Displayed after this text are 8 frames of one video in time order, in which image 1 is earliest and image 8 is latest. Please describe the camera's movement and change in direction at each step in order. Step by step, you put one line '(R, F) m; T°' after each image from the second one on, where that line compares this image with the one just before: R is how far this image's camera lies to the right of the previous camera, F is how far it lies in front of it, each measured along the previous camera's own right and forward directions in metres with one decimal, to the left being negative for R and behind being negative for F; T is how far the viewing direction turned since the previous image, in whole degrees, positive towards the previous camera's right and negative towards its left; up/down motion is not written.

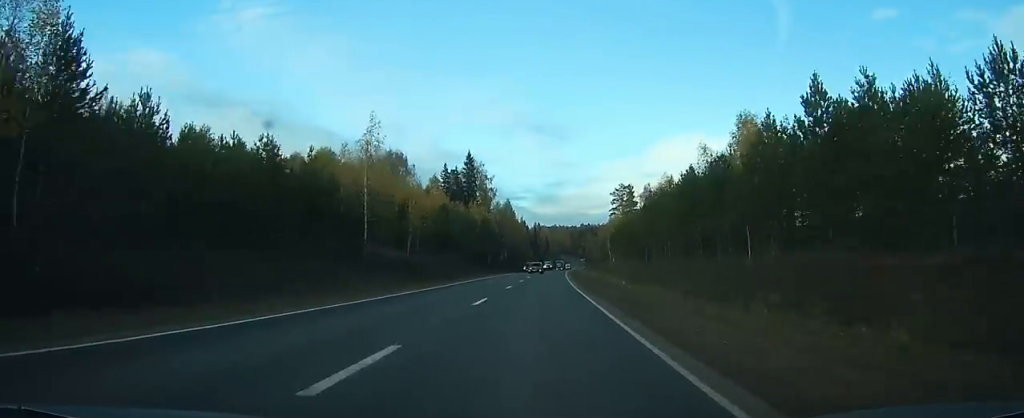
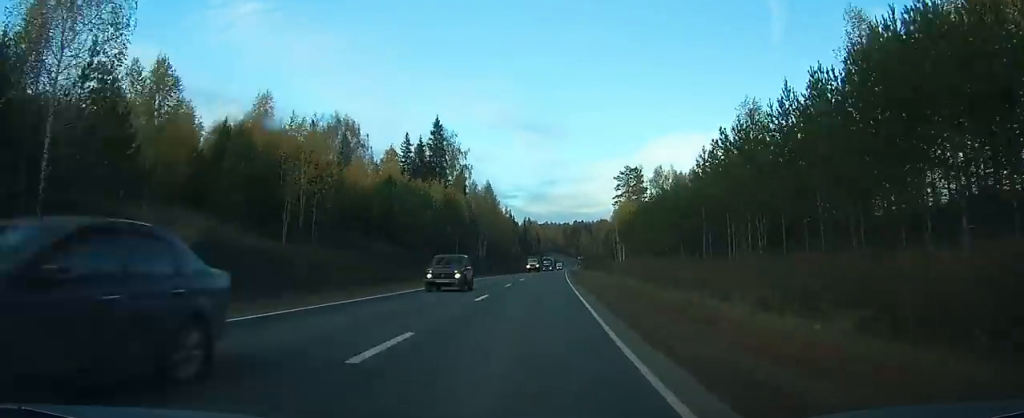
(+0.4, +35.1) m; +1°
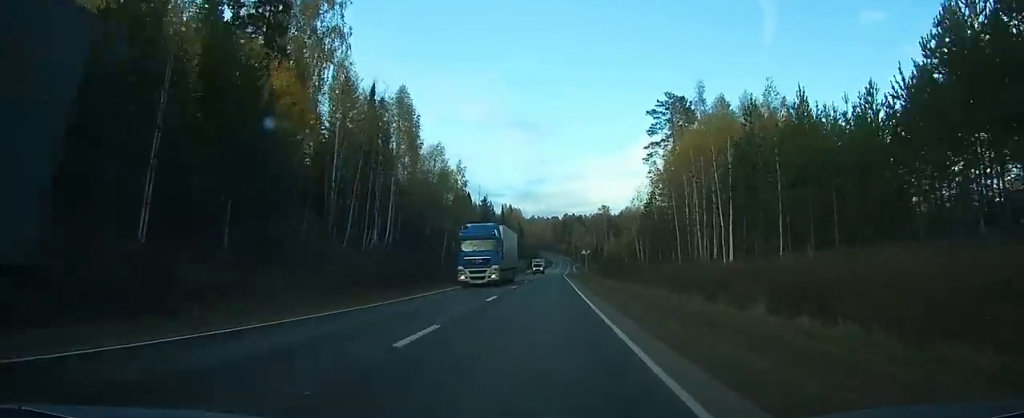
(+1.5, +70.8) m; +2°
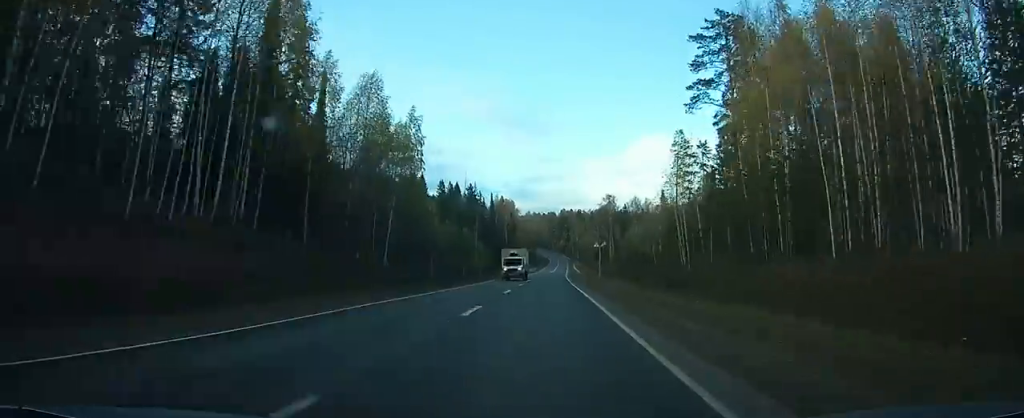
(+0.2, +30.9) m; 0°
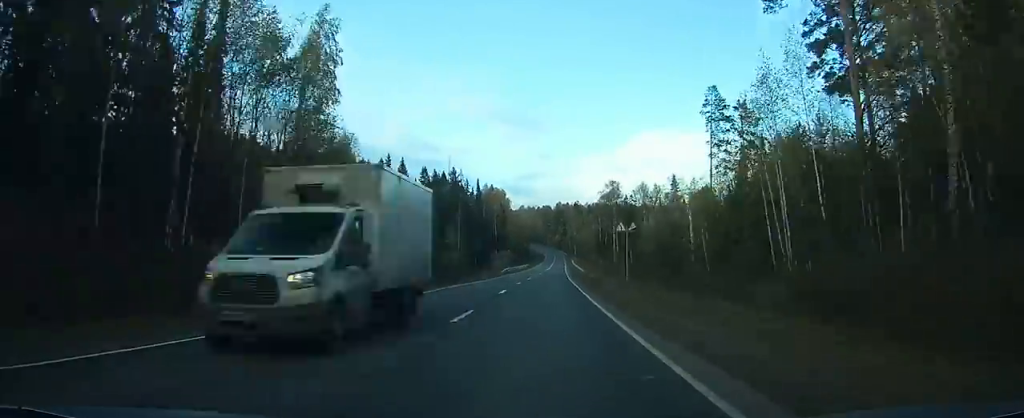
(+0.1, +25.6) m; 0°
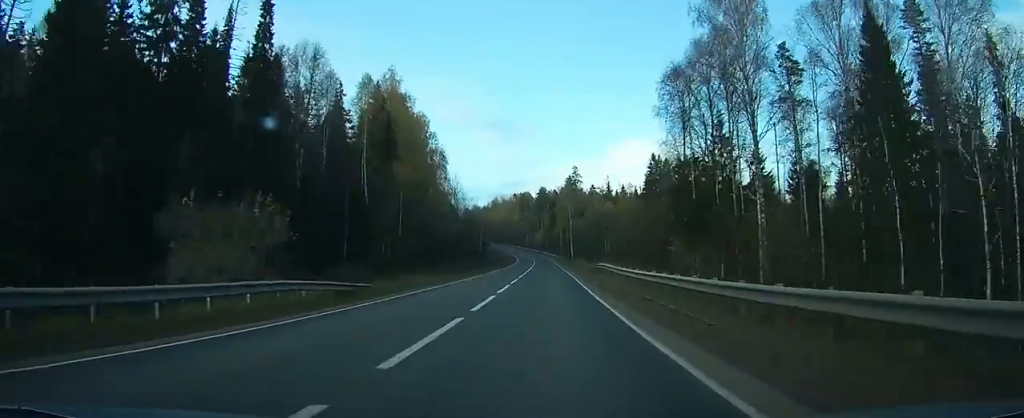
(+1.3, +126.4) m; +2°
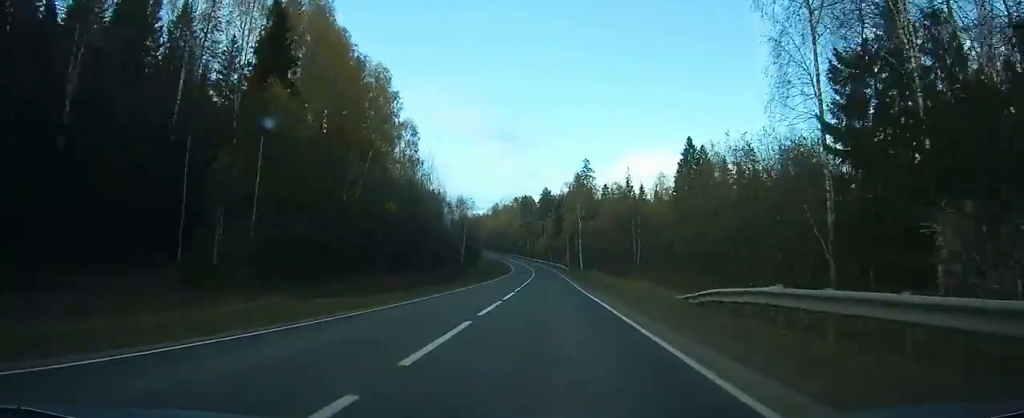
(+0.3, +30.9) m; 0°
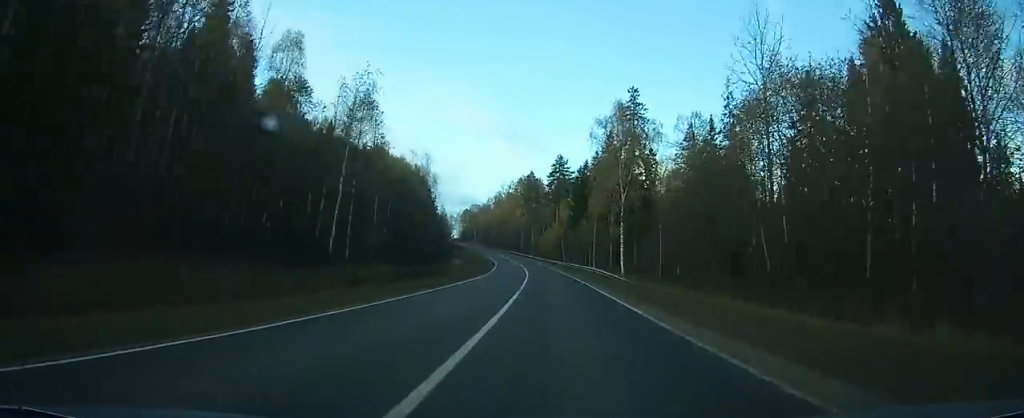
(-0.2, +62.3) m; -1°
